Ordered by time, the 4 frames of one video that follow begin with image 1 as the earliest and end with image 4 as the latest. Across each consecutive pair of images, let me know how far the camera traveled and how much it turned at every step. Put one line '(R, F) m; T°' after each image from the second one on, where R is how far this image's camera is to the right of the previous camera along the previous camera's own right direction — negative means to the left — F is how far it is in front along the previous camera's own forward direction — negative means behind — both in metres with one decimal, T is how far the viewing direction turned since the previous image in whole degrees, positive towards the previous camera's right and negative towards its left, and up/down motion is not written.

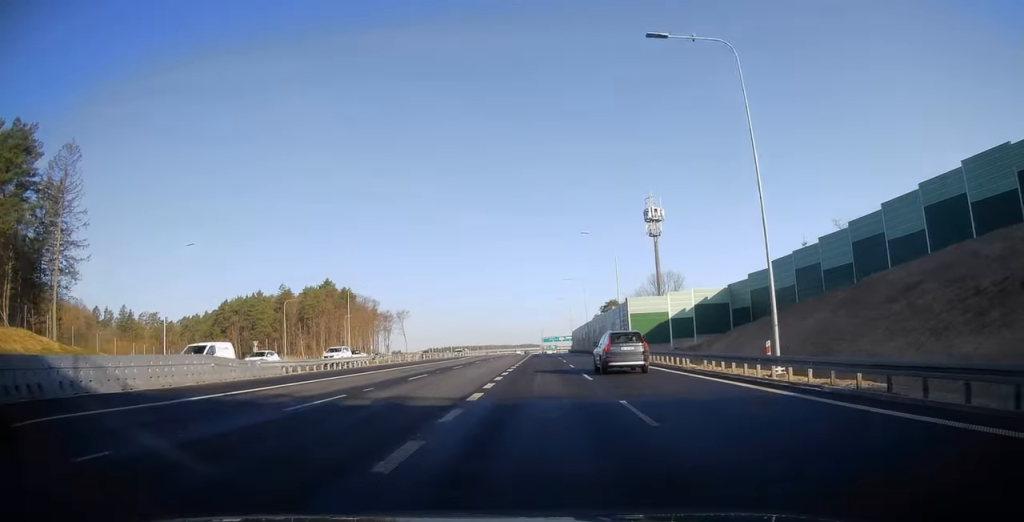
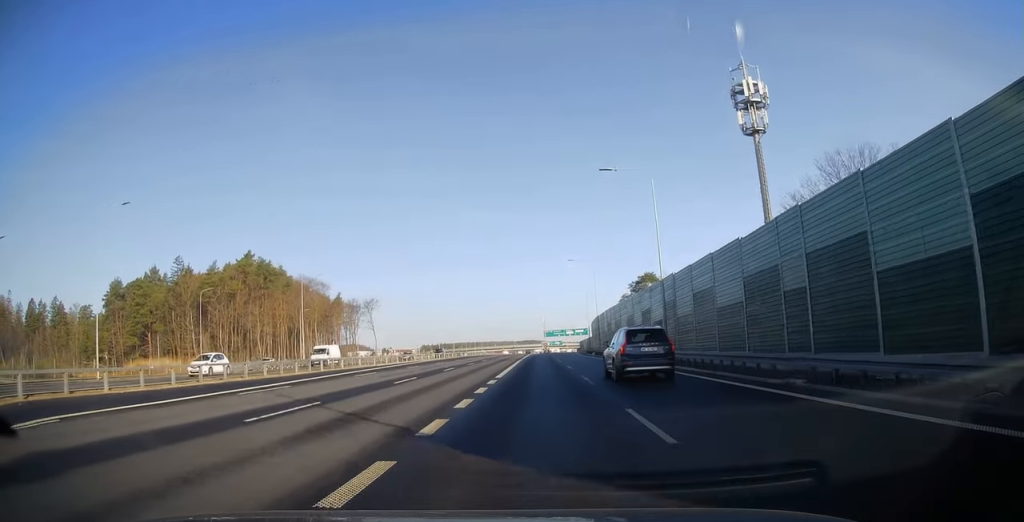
(-0.4, +61.6) m; -1°
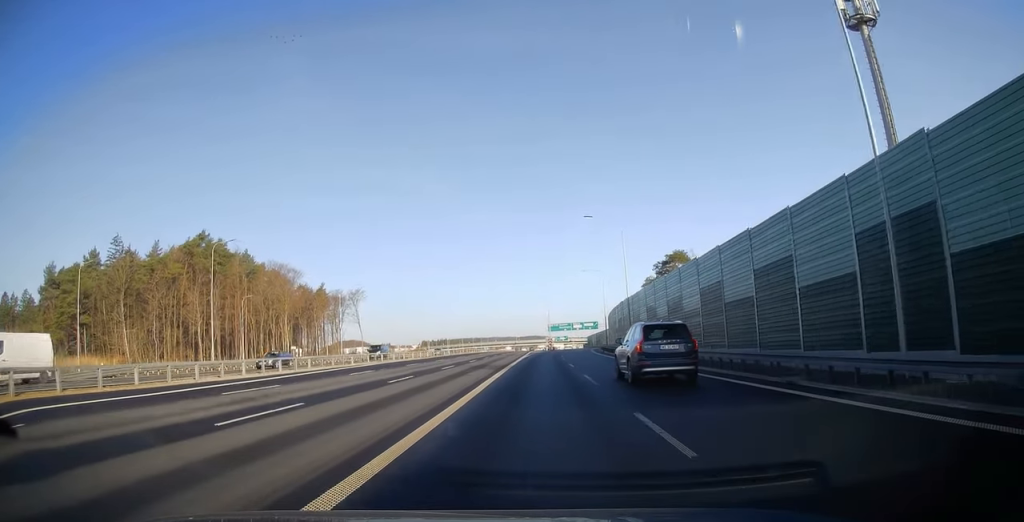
(-0.2, +25.1) m; 0°
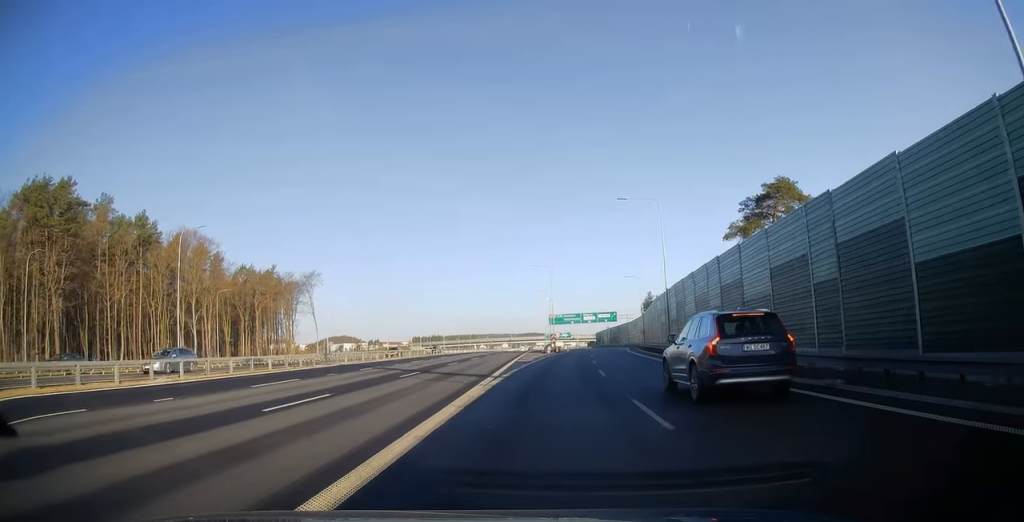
(+0.5, +46.2) m; +2°
